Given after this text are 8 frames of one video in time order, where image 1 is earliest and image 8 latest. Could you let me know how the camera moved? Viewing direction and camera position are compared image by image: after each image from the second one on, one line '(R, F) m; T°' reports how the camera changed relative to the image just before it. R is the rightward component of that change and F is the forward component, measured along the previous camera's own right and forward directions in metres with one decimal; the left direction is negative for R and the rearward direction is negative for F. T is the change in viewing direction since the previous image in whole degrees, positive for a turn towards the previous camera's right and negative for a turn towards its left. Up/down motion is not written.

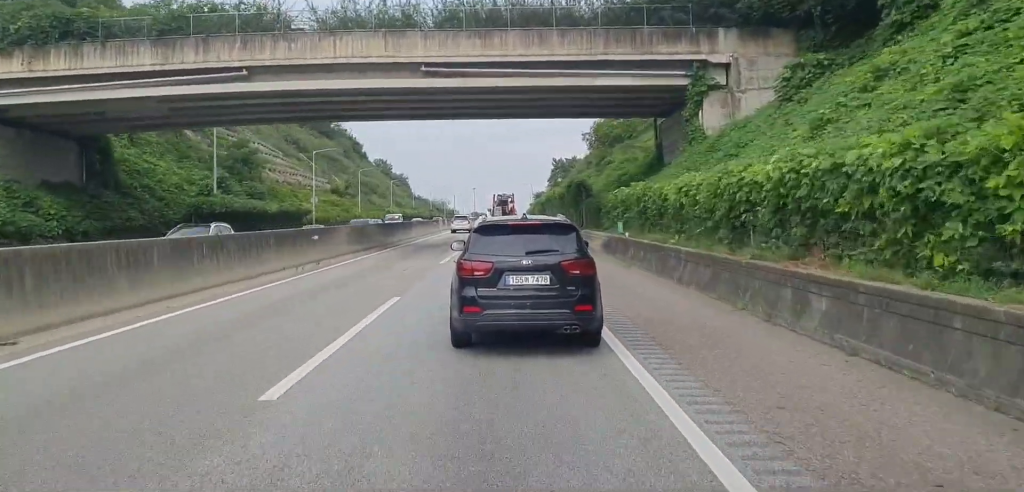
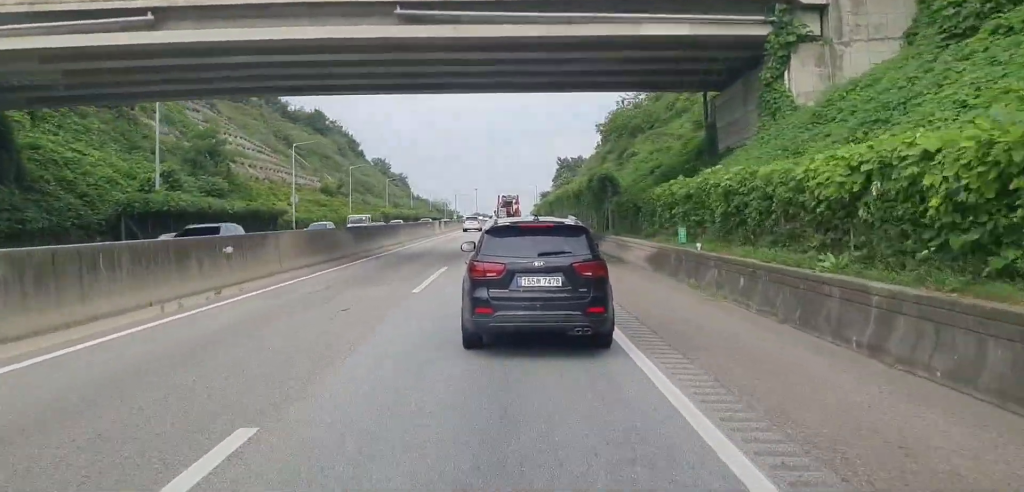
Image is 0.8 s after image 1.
(-0.1, +9.3) m; -1°
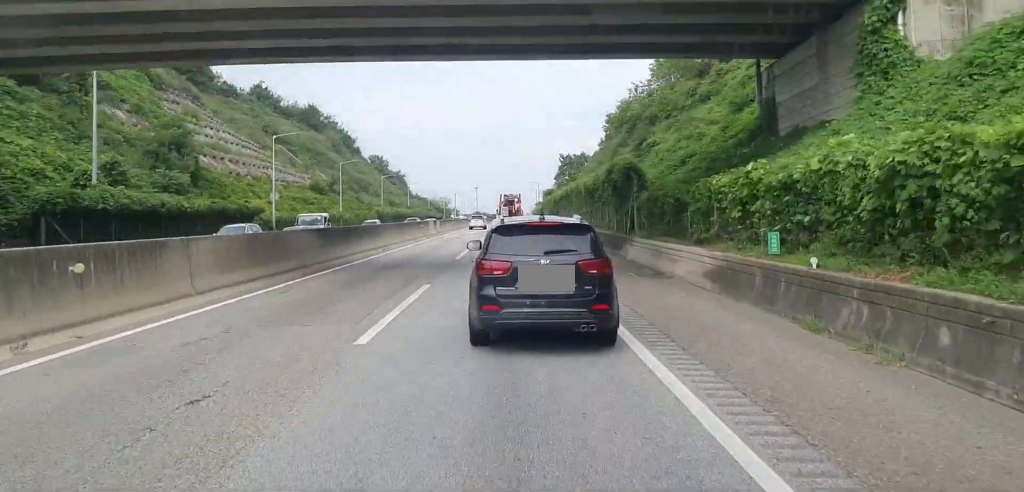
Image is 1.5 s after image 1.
(-0.1, +7.0) m; -1°
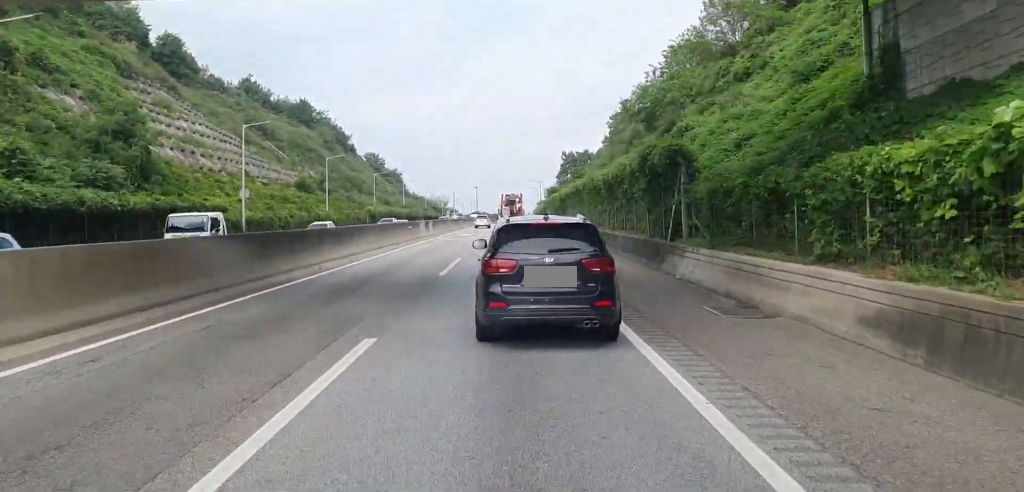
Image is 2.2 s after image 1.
(0.0, +7.9) m; +2°
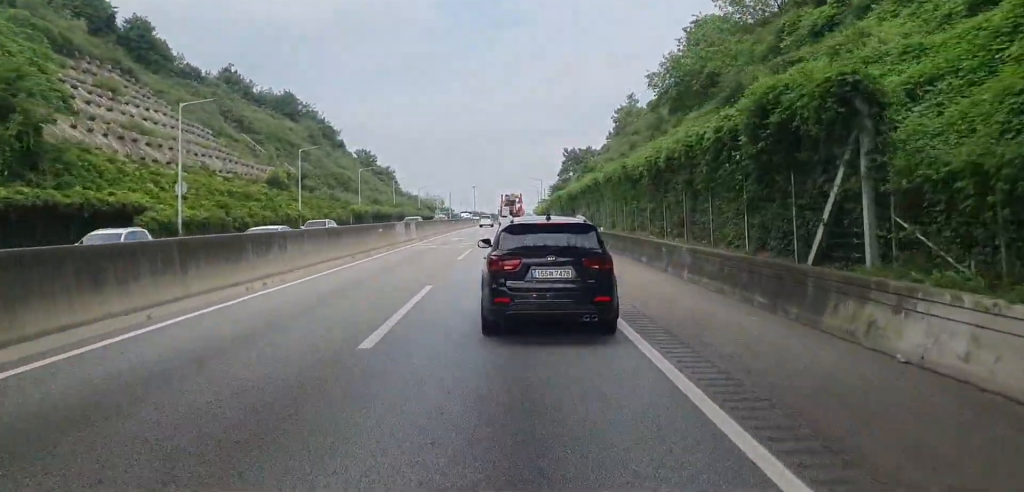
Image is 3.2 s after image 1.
(+0.3, +11.5) m; +2°
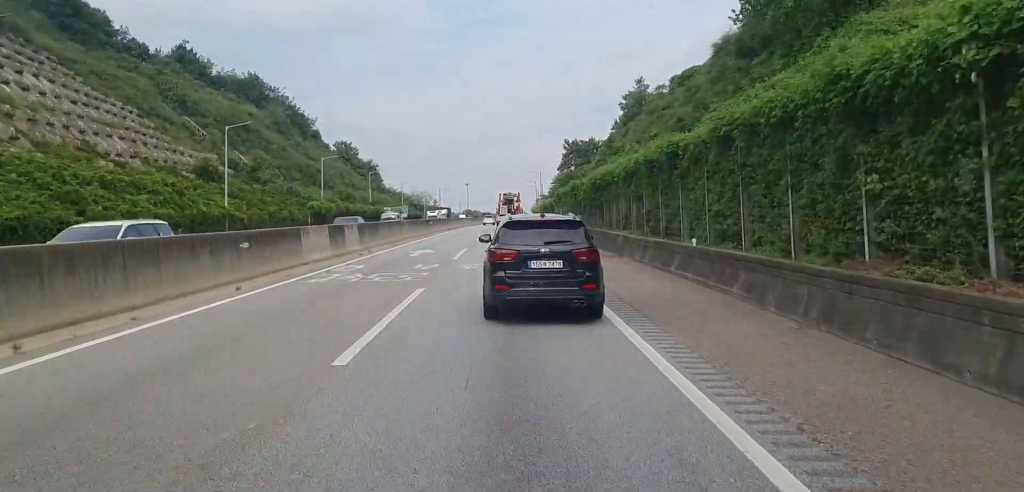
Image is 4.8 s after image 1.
(+0.2, +19.1) m; 0°
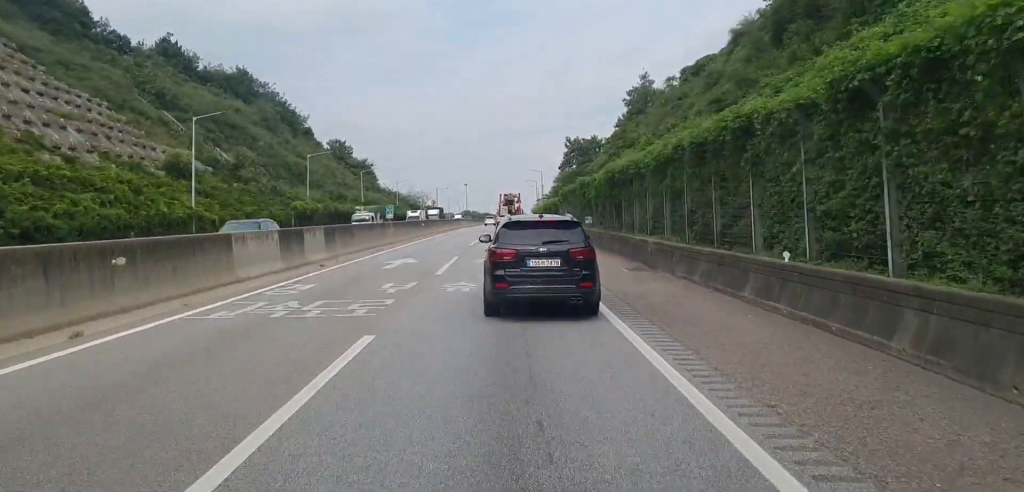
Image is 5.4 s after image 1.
(+0.1, +6.1) m; -1°
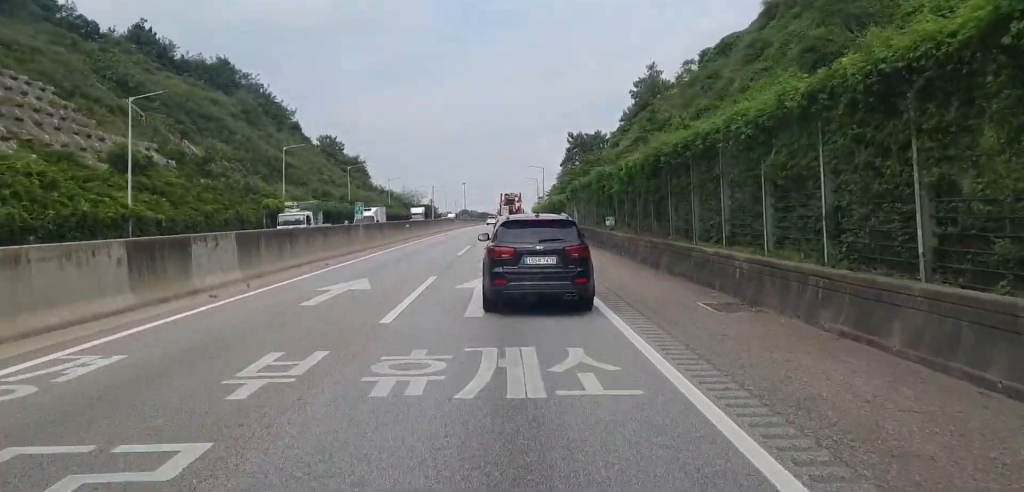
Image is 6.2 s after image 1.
(-0.2, +9.9) m; -1°
